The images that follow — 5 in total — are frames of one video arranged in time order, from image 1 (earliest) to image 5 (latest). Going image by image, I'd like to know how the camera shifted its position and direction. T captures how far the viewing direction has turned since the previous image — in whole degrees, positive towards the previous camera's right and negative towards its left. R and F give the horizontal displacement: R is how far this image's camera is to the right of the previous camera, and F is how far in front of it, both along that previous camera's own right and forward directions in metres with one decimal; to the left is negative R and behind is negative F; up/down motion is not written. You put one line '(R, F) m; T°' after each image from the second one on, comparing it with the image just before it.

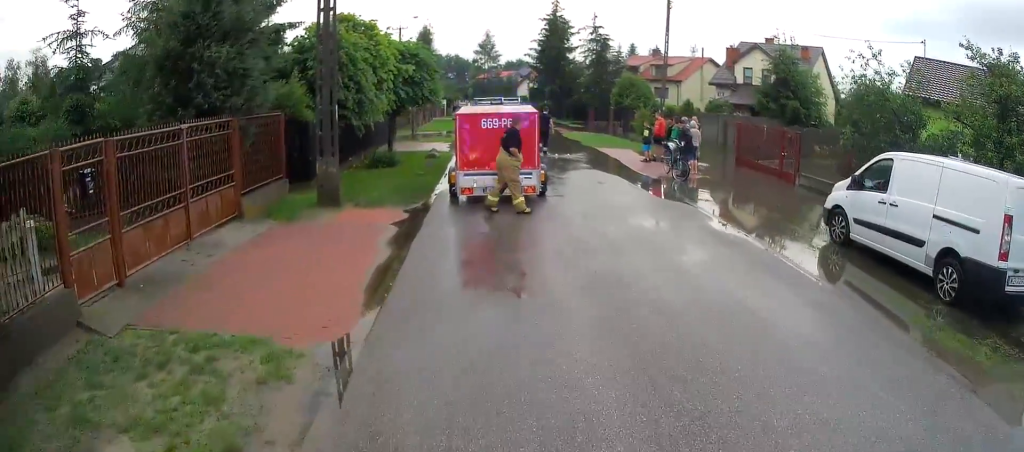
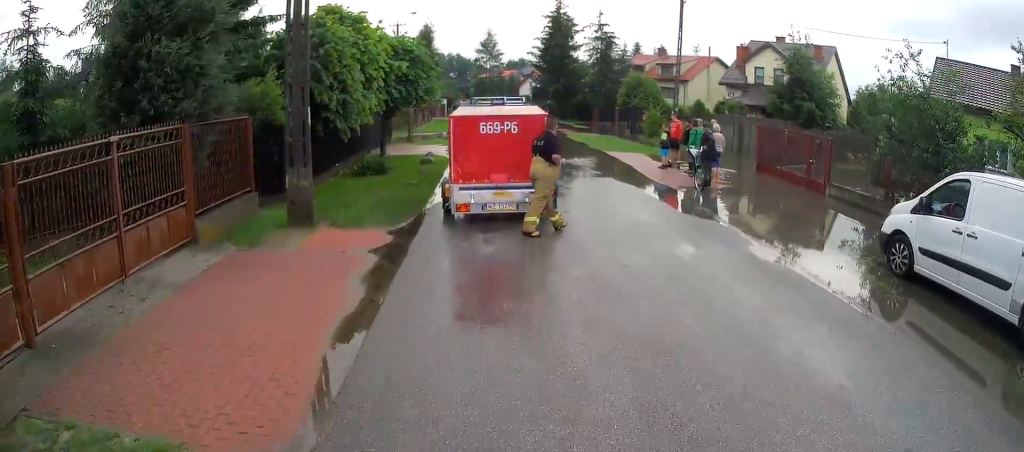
(+0.2, +1.9) m; -1°
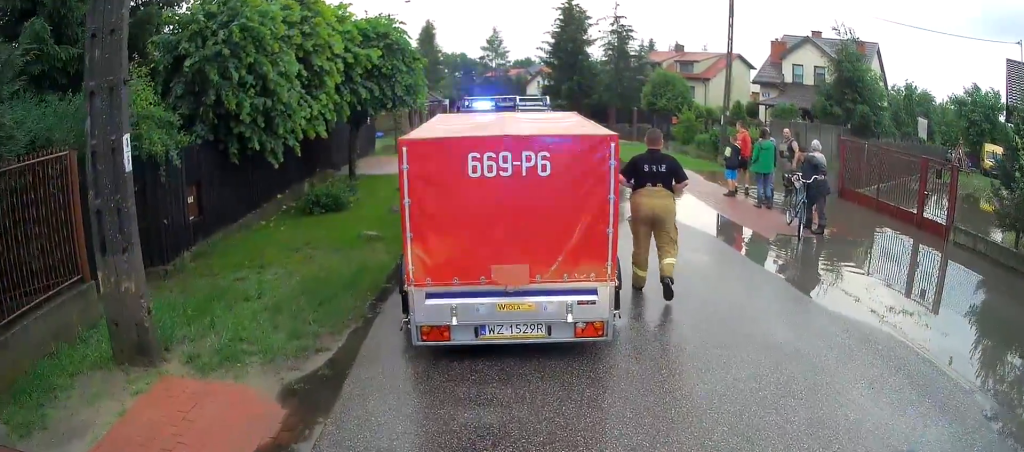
(-0.3, +6.3) m; +1°
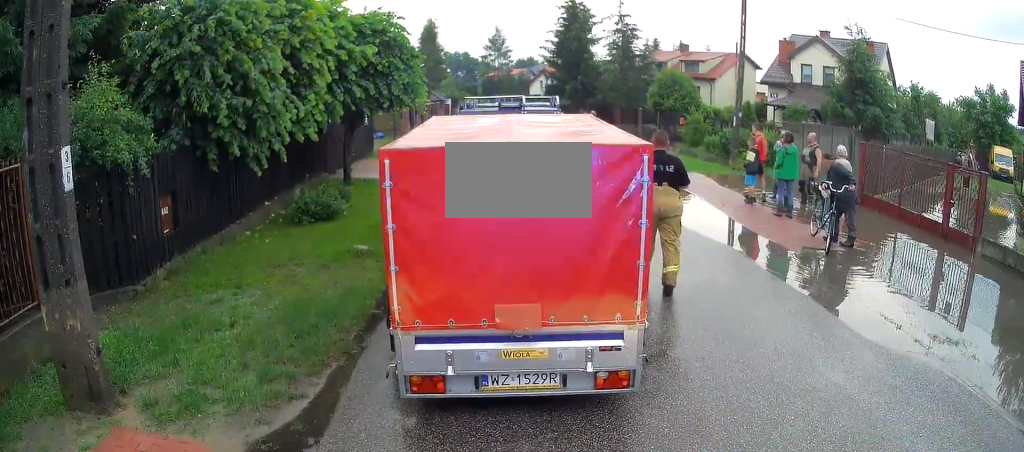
(+0.1, +1.4) m; +1°
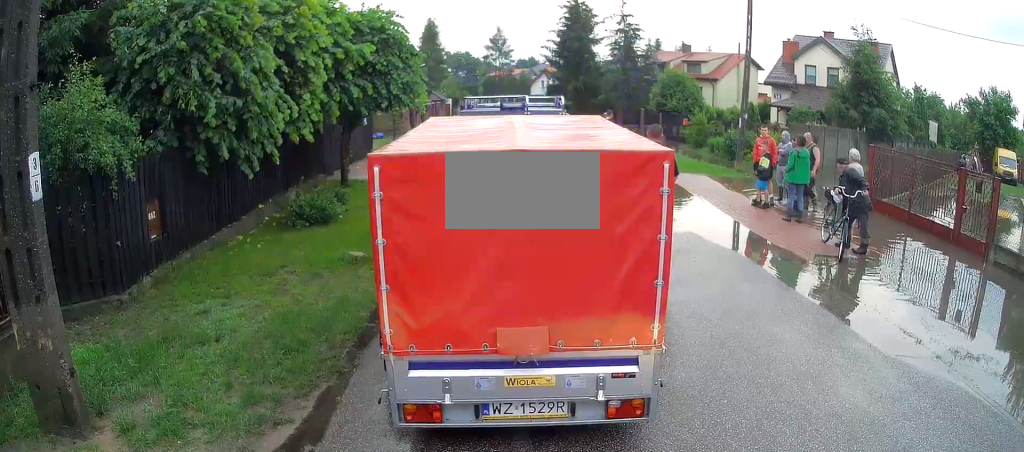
(+0.1, -0.2) m; 0°
